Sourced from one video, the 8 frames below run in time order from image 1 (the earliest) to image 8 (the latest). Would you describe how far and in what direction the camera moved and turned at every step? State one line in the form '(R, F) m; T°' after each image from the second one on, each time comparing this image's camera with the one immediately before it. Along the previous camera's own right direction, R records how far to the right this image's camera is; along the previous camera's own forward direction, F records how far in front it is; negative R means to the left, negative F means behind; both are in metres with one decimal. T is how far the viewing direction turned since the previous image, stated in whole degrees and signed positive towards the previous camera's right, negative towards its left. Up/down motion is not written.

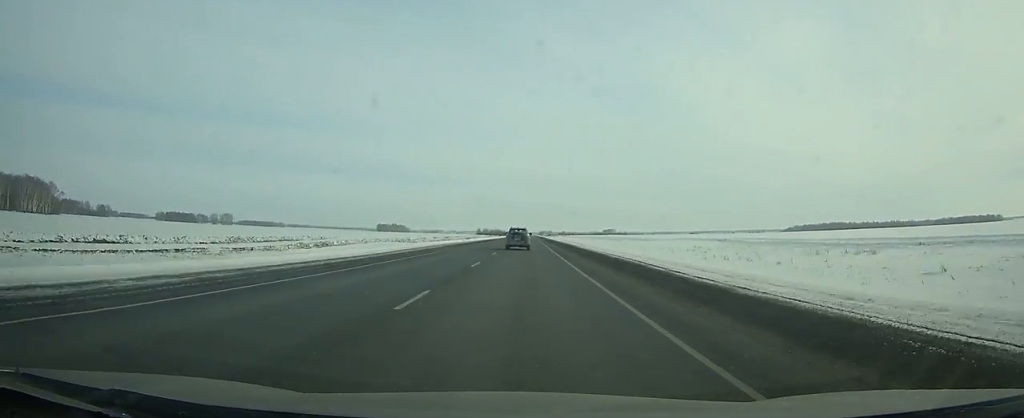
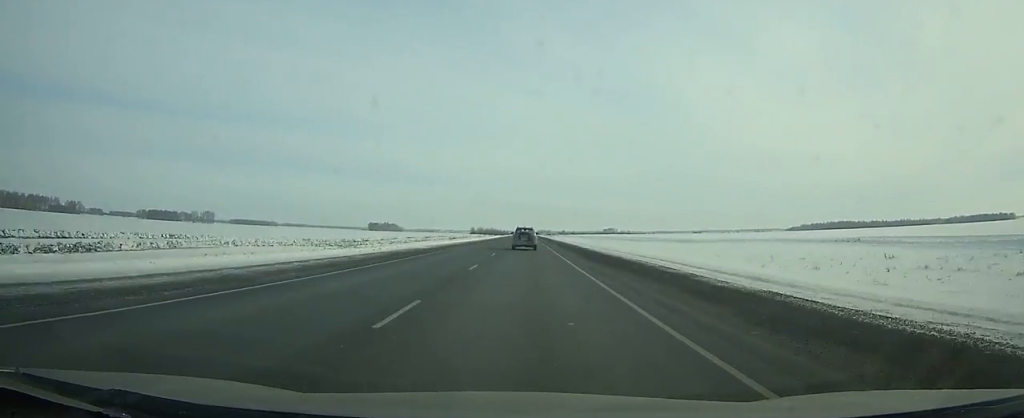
(+0.2, +57.9) m; 0°
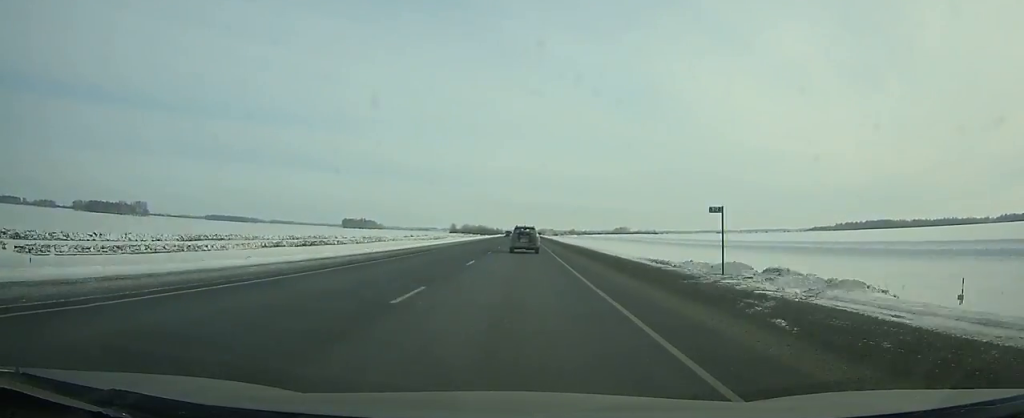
(+0.3, +198.5) m; 0°
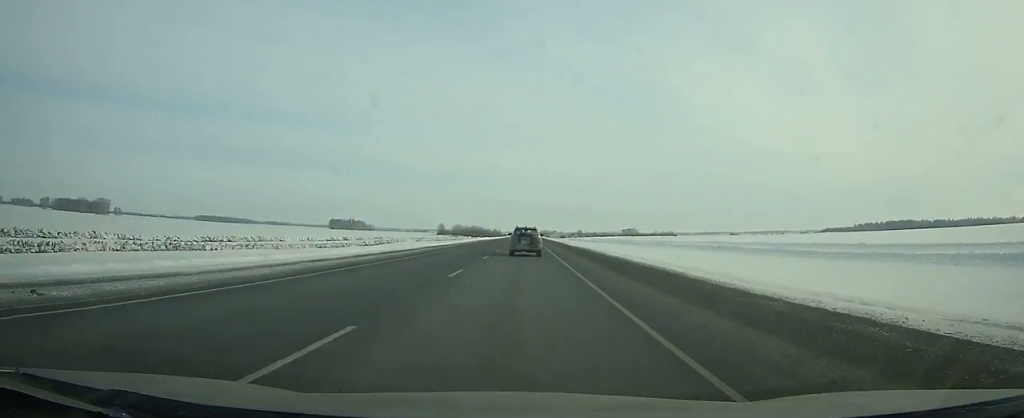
(-0.1, +88.1) m; 0°
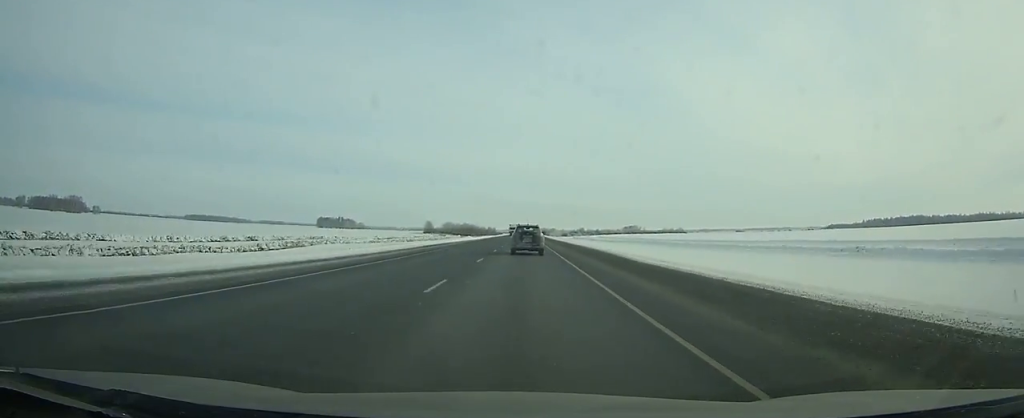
(0.0, +50.4) m; 0°
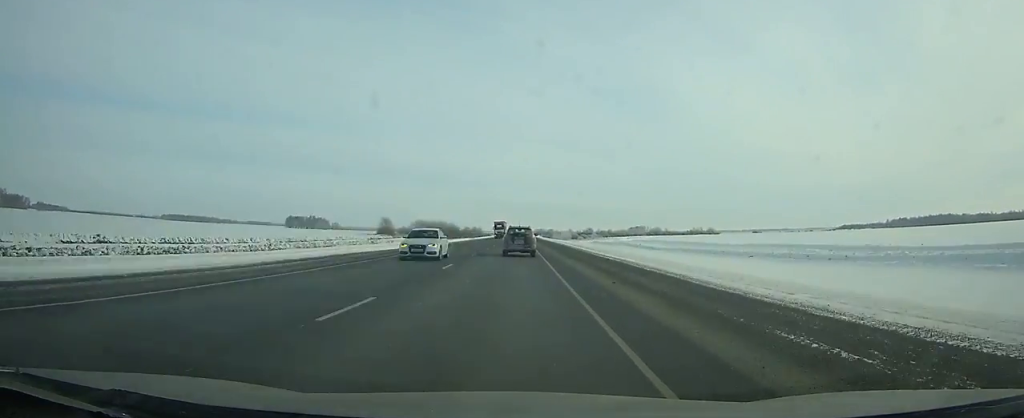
(+0.5, +118.4) m; 0°
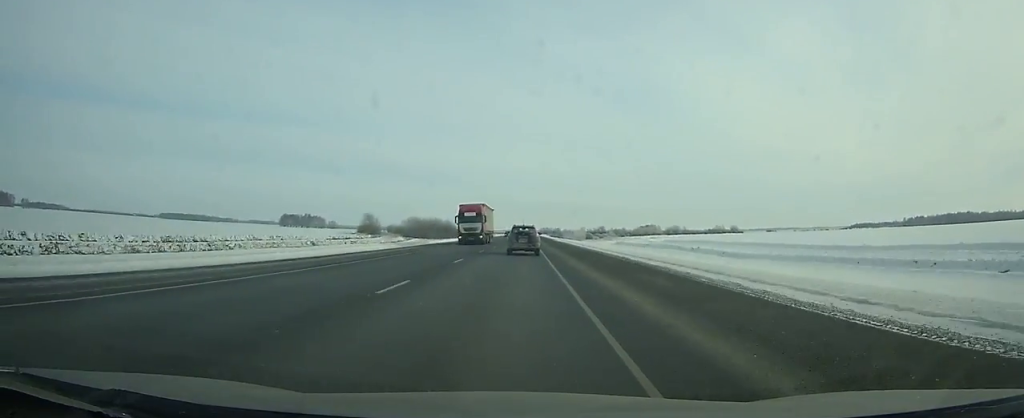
(0.0, +45.7) m; 0°
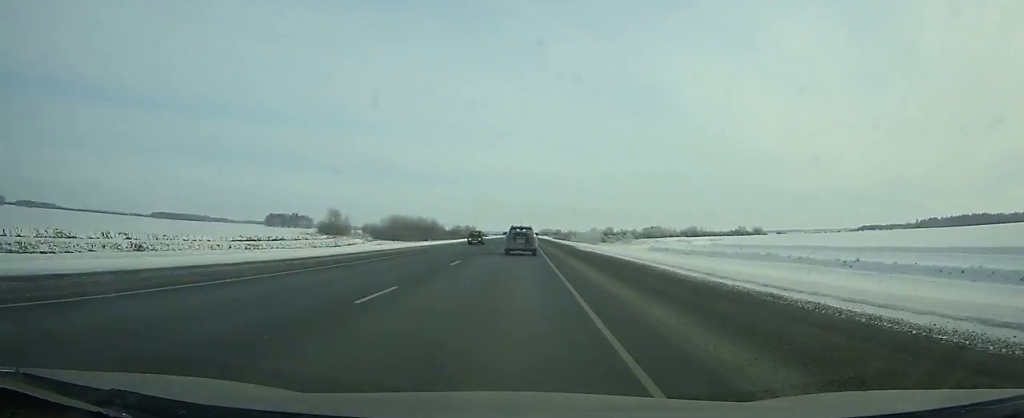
(-0.1, +49.5) m; 0°
